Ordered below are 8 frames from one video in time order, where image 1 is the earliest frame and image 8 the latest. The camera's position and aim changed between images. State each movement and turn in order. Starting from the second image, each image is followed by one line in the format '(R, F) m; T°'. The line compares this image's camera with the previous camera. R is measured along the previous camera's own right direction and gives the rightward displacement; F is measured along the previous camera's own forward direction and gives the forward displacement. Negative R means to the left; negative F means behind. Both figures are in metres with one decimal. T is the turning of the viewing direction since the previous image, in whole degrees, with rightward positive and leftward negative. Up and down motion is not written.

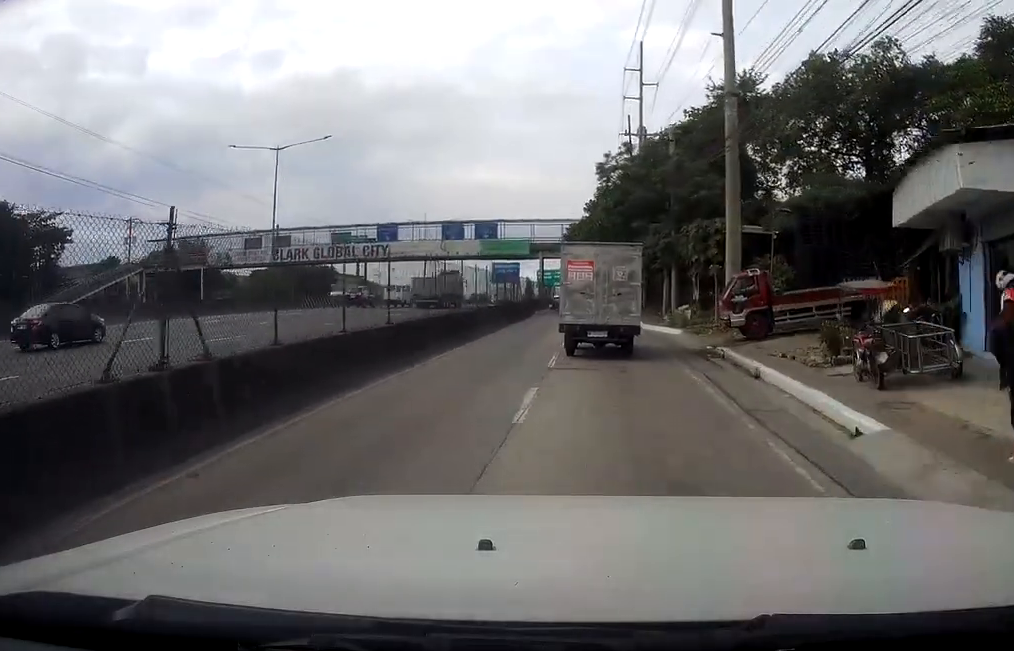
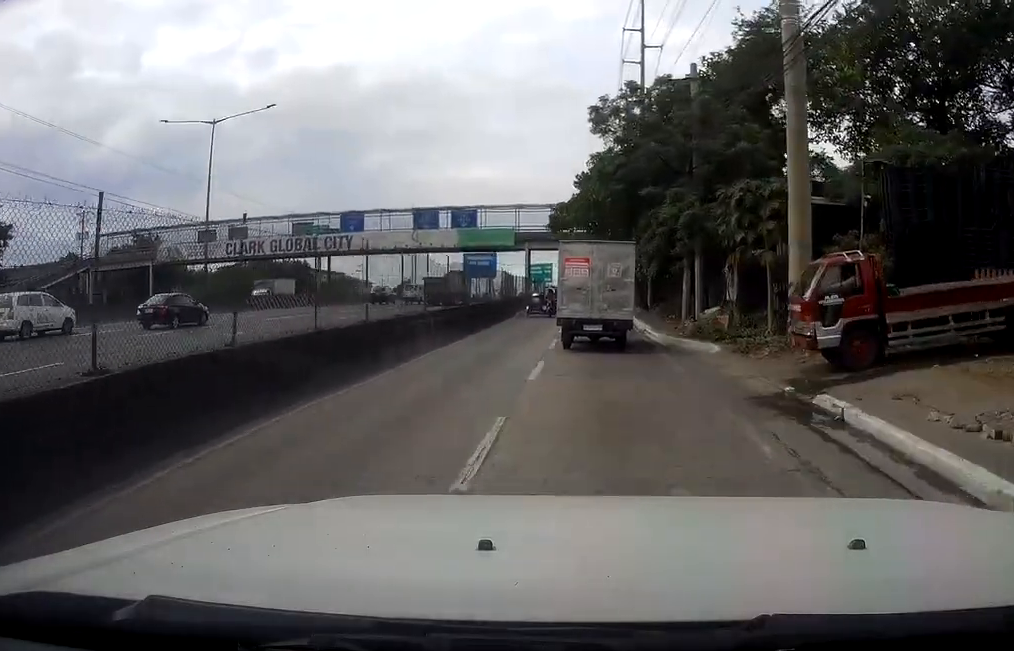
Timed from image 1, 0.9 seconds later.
(0.0, +10.4) m; 0°
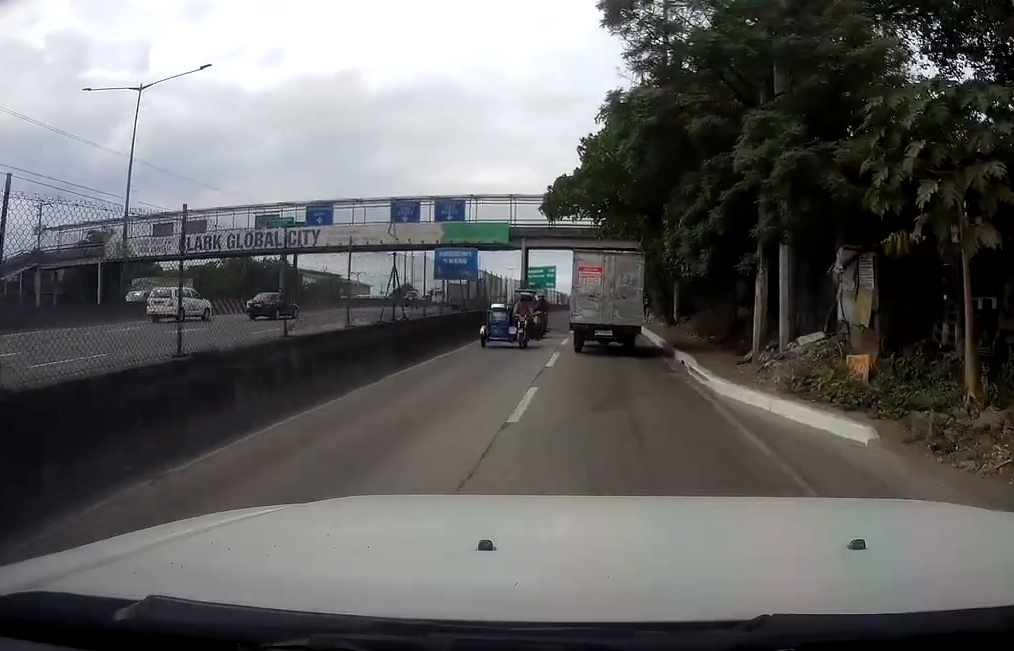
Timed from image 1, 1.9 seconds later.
(0.0, +11.2) m; 0°
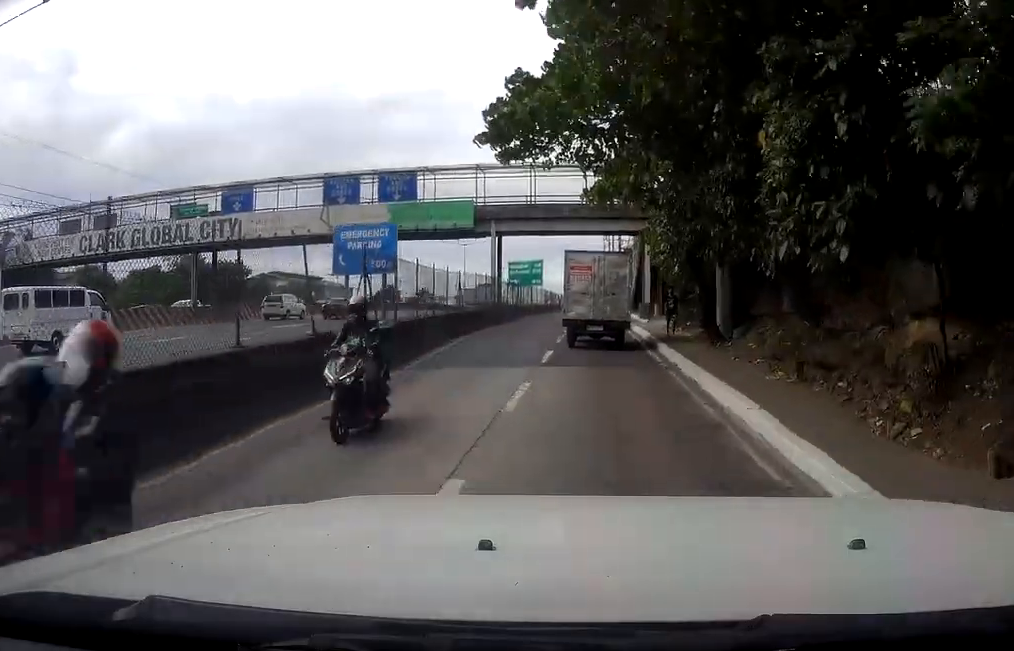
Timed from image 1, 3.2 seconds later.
(0.0, +14.2) m; 0°
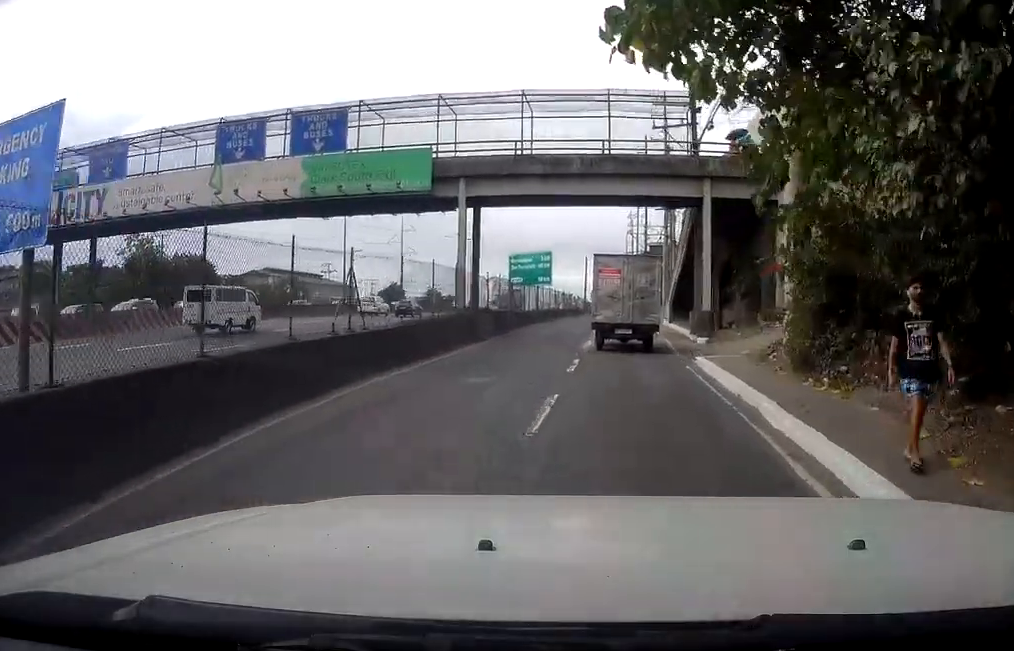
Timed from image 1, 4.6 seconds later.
(0.0, +15.7) m; 0°
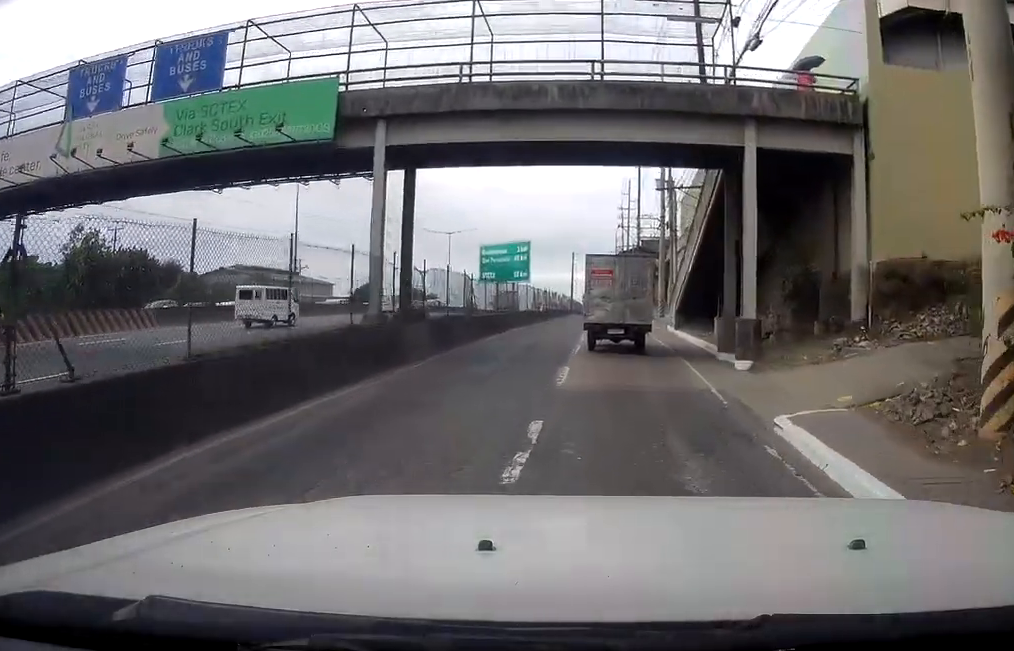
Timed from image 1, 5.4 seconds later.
(0.0, +9.0) m; -1°
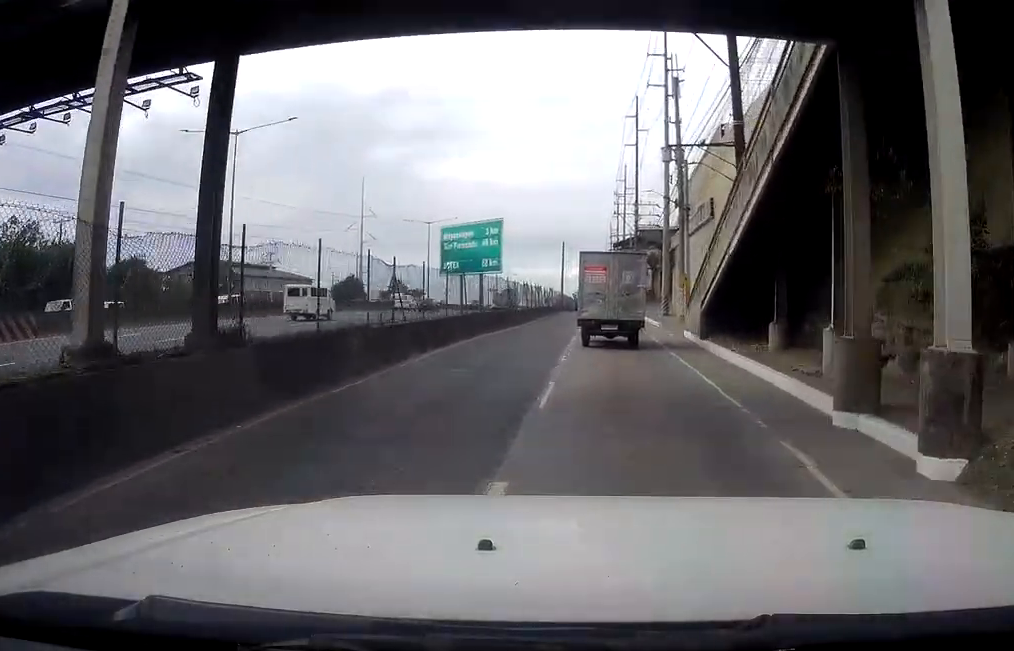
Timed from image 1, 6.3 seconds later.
(-0.1, +10.3) m; -2°
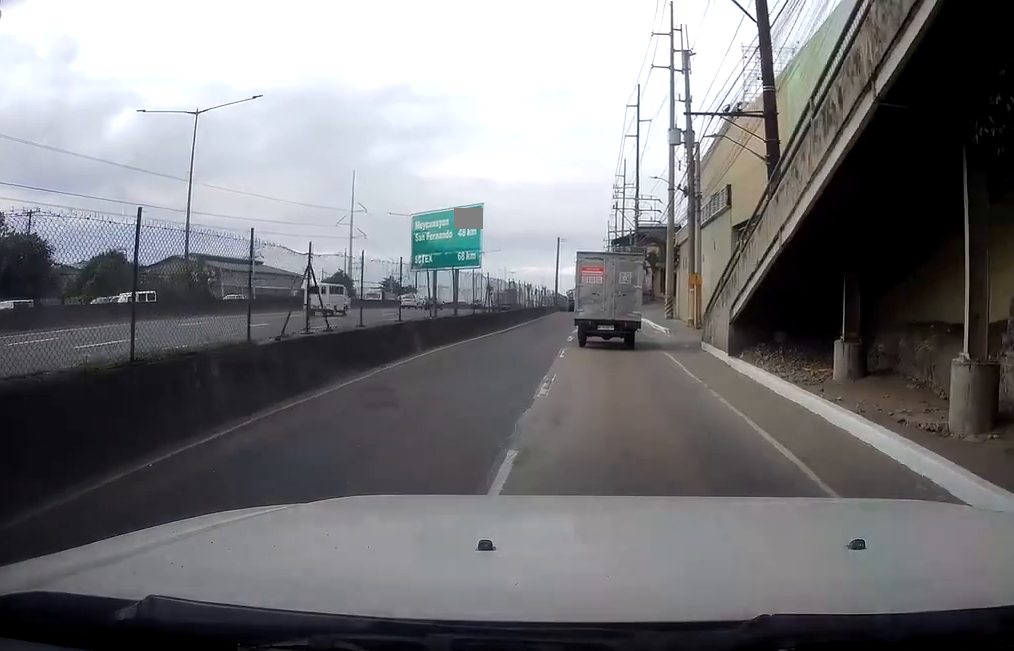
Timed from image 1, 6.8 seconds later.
(-0.1, +5.5) m; -1°
